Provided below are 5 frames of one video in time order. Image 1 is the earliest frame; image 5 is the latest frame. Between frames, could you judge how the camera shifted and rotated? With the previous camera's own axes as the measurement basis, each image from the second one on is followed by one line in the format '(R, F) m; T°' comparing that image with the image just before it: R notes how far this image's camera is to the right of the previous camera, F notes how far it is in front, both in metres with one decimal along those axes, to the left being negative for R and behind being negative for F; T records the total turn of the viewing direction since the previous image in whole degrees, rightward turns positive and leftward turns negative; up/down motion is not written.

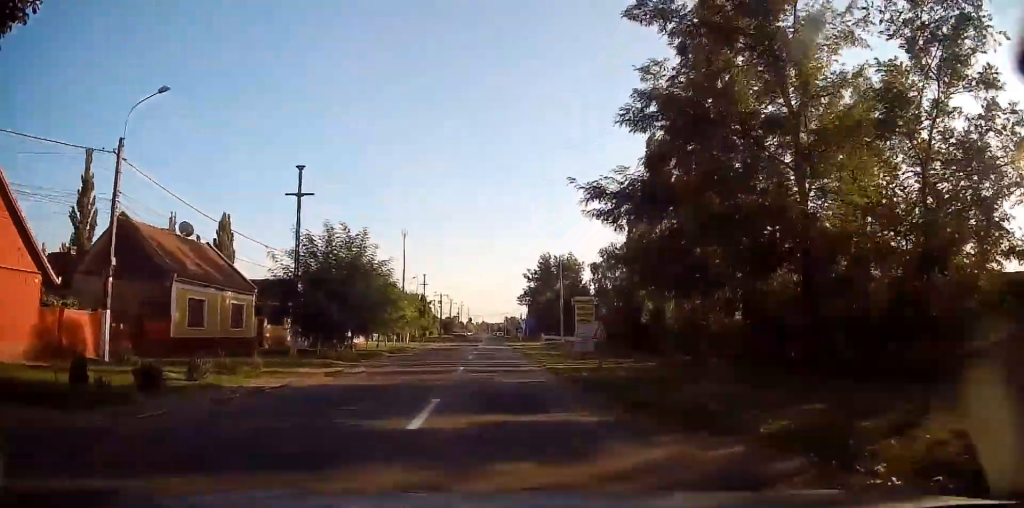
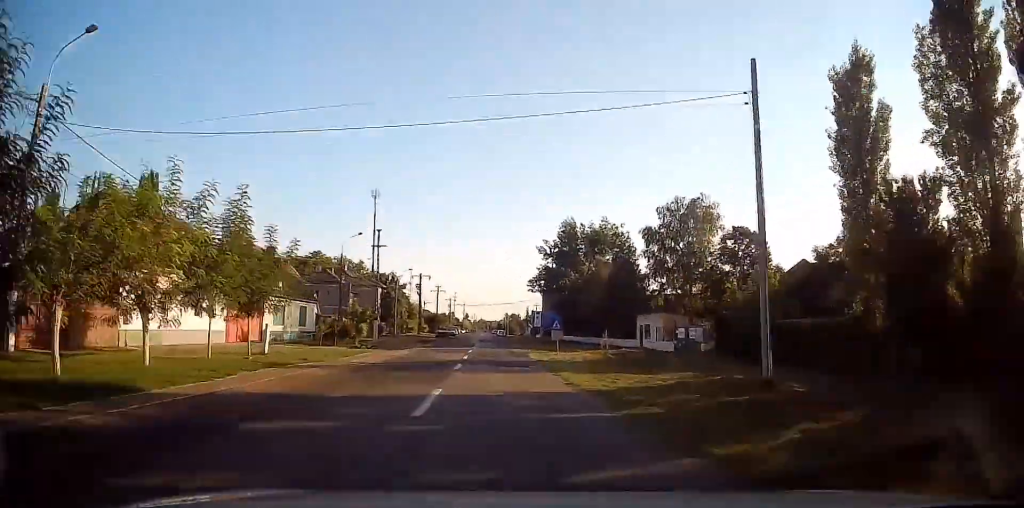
(-0.2, +35.2) m; +1°
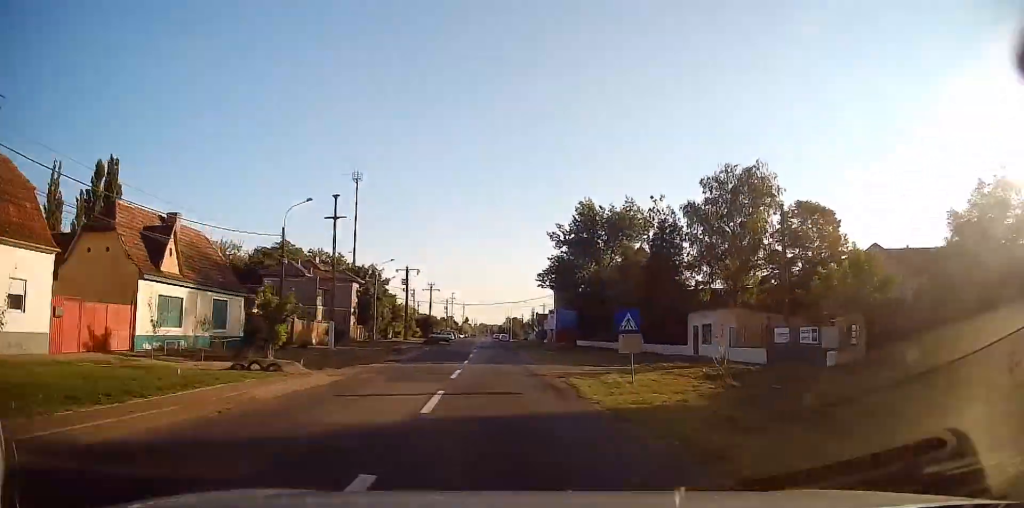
(+0.4, +14.6) m; 0°
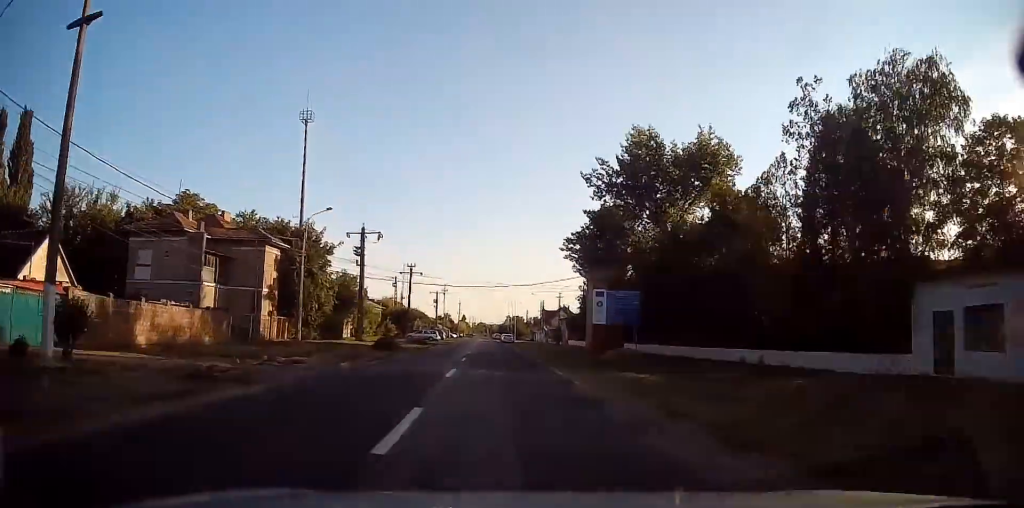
(-0.4, +25.0) m; -1°
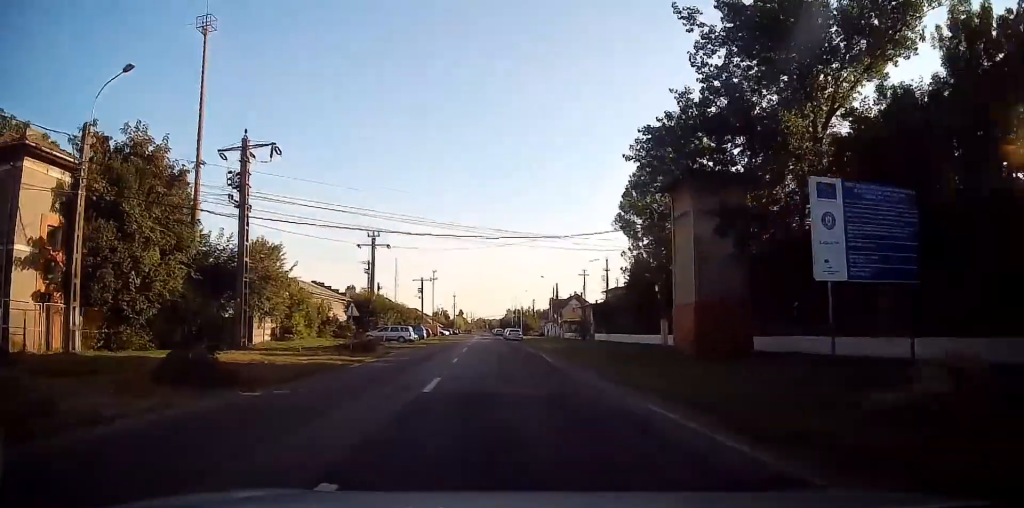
(-0.1, +22.8) m; -1°
